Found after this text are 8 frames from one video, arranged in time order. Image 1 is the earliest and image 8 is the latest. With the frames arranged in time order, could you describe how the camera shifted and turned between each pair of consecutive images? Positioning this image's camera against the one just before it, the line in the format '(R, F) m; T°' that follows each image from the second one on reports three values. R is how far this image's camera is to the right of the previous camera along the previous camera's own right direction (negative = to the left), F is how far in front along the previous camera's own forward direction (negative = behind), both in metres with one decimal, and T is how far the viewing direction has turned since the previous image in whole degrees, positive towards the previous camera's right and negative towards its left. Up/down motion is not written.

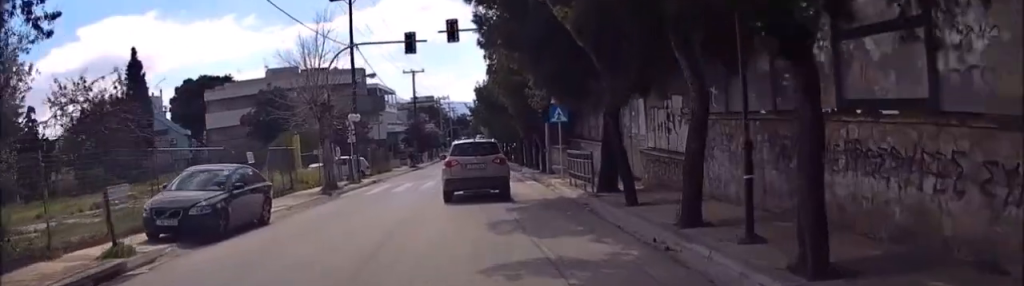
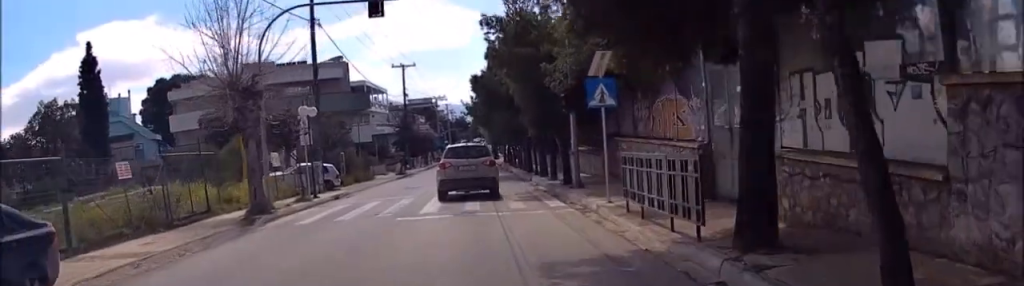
(+0.2, +9.6) m; +2°
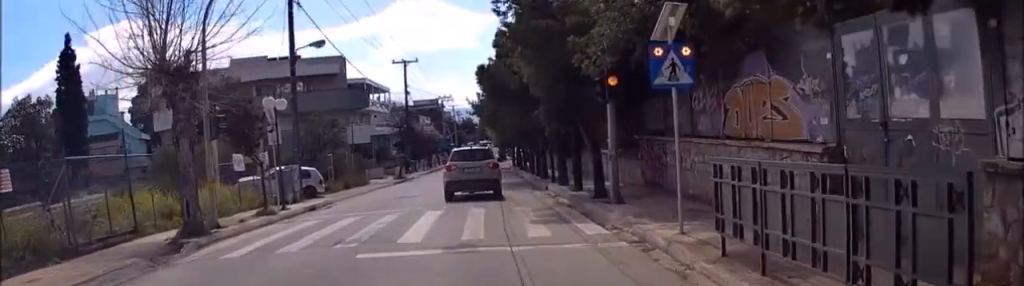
(+0.1, +5.2) m; 0°
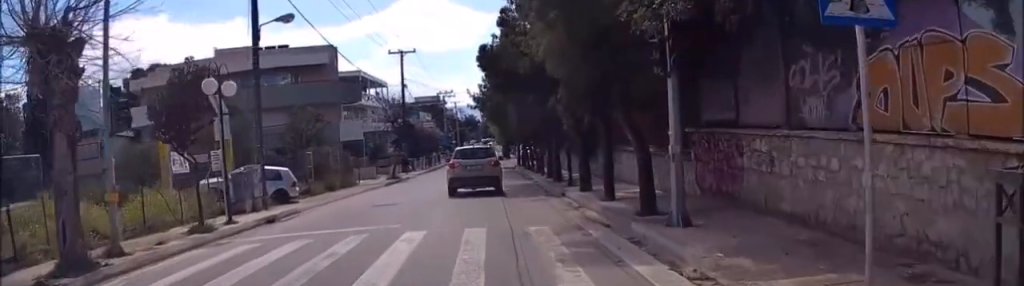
(0.0, +4.7) m; -1°
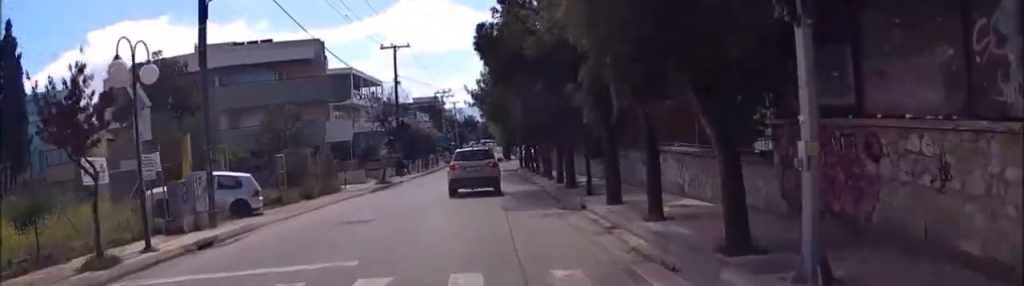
(-0.1, +4.3) m; -1°
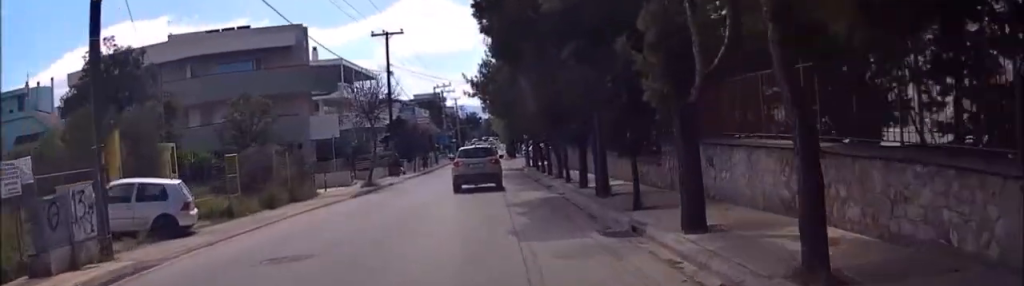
(0.0, +5.5) m; 0°
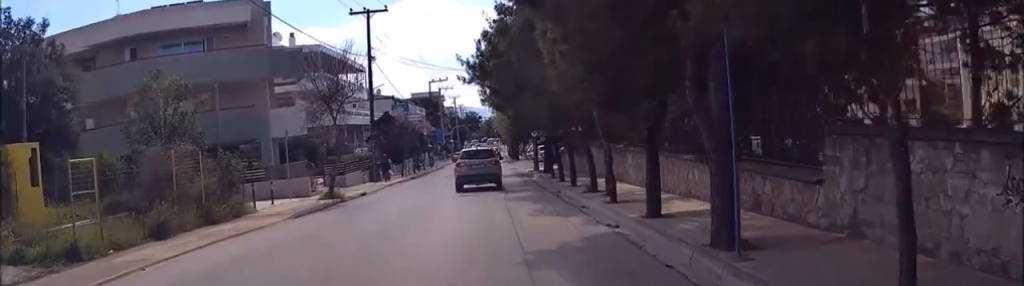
(0.0, +8.6) m; -1°
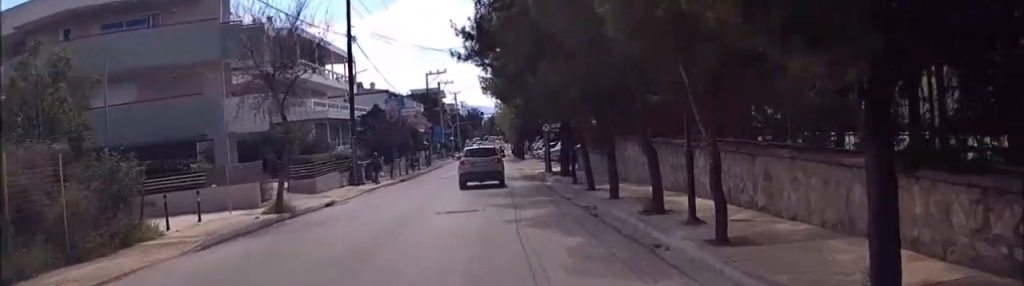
(-0.1, +7.1) m; 0°
